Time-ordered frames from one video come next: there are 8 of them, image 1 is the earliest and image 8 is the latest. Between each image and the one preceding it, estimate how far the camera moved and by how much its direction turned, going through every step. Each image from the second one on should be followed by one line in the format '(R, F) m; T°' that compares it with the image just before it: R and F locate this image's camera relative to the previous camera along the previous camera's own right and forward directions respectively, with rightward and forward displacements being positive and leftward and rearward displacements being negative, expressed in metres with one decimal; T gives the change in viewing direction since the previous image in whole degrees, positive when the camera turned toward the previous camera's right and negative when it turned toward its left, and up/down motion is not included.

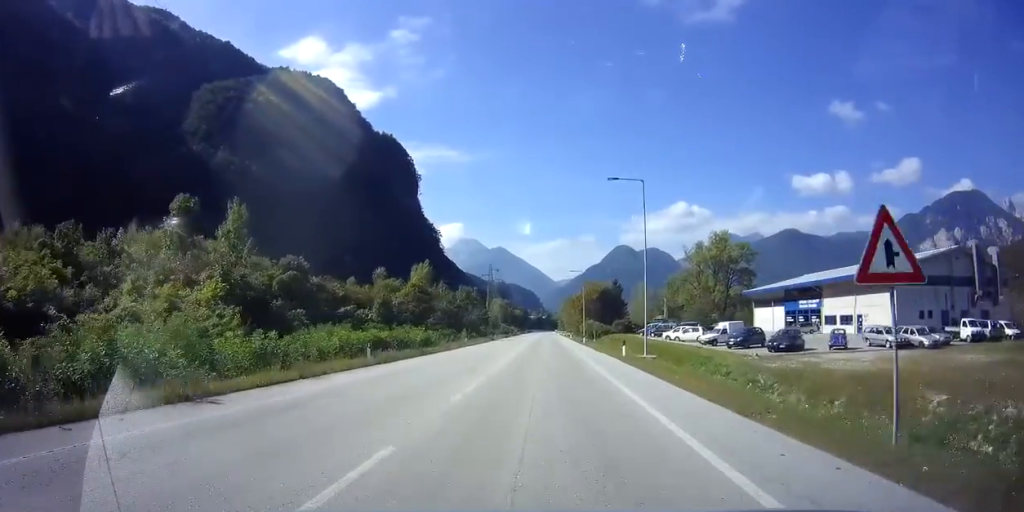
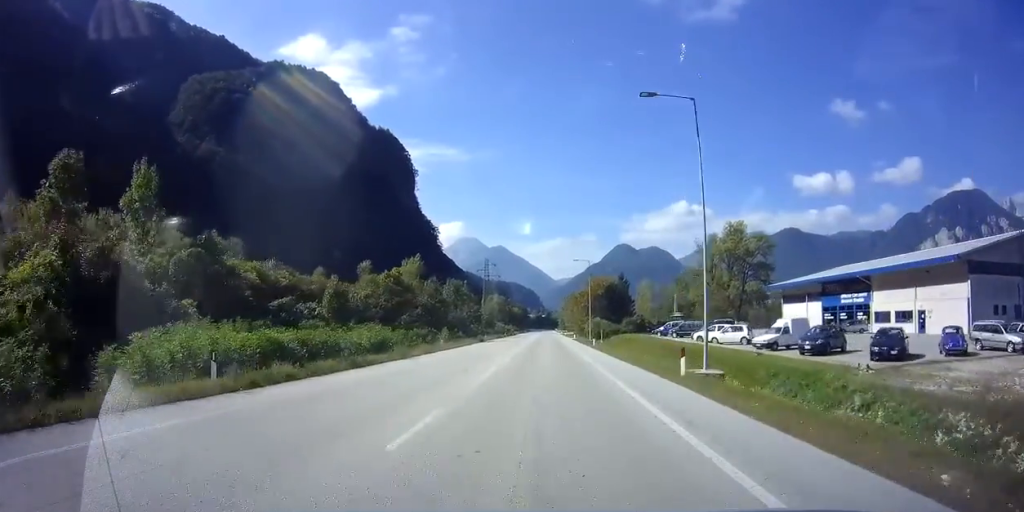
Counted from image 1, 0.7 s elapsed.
(+0.2, +12.4) m; 0°
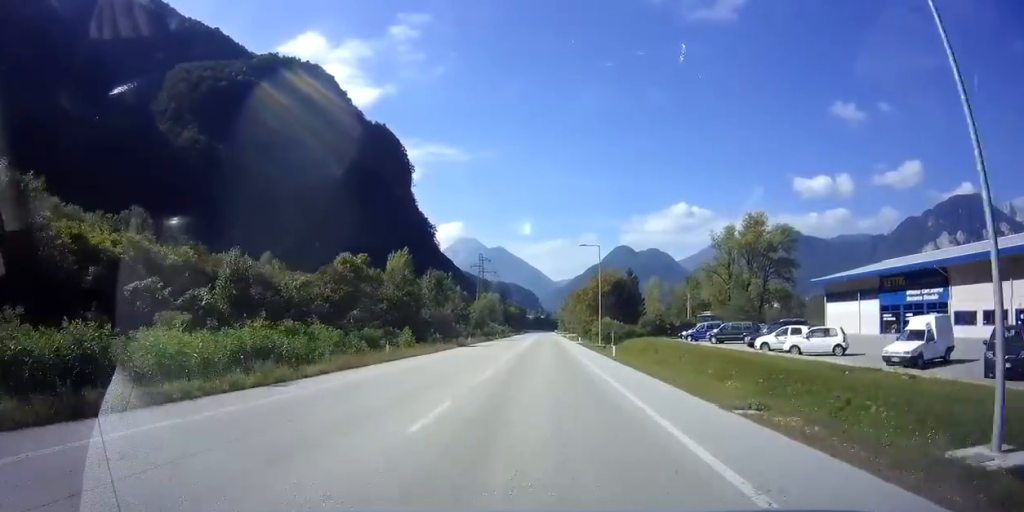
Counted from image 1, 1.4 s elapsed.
(-0.3, +13.7) m; -1°
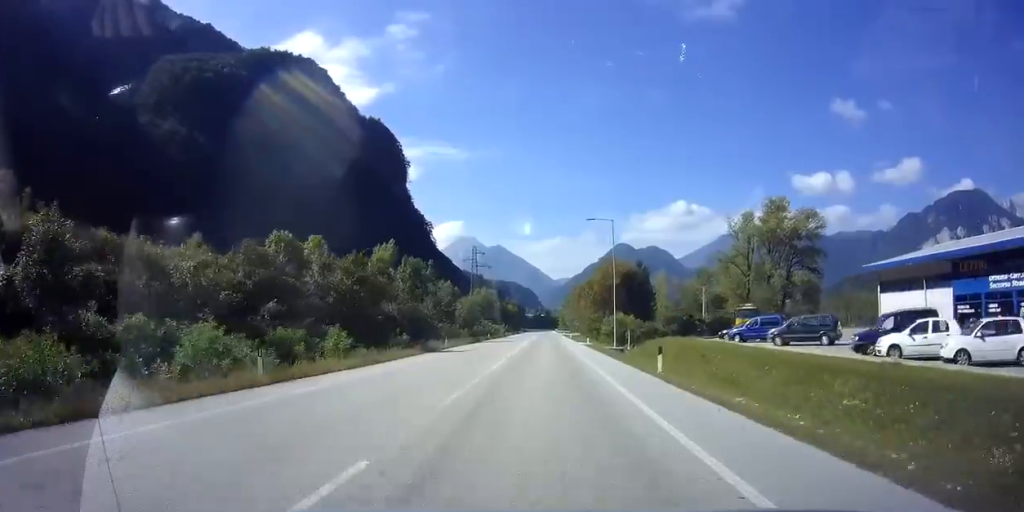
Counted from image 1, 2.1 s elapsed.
(-0.1, +12.5) m; 0°
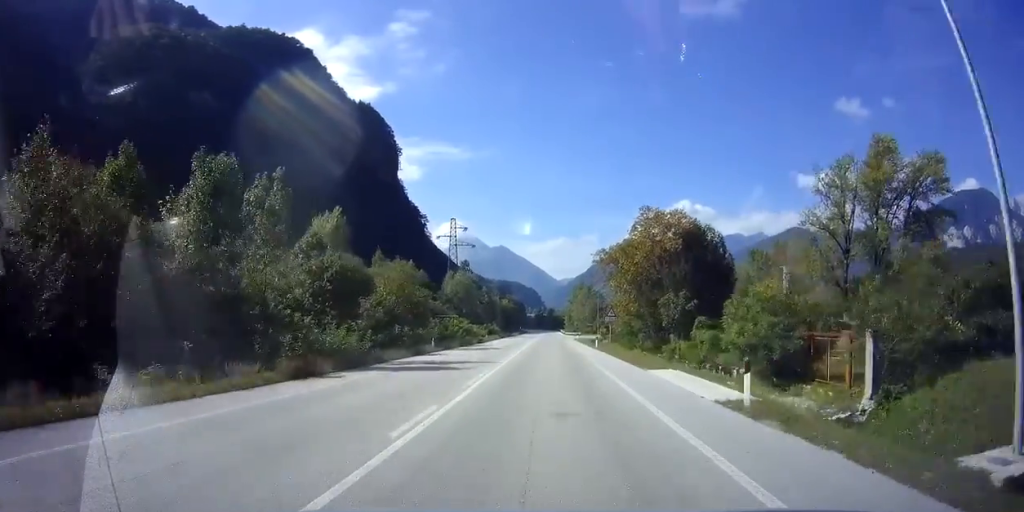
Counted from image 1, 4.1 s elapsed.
(+0.3, +38.5) m; 0°
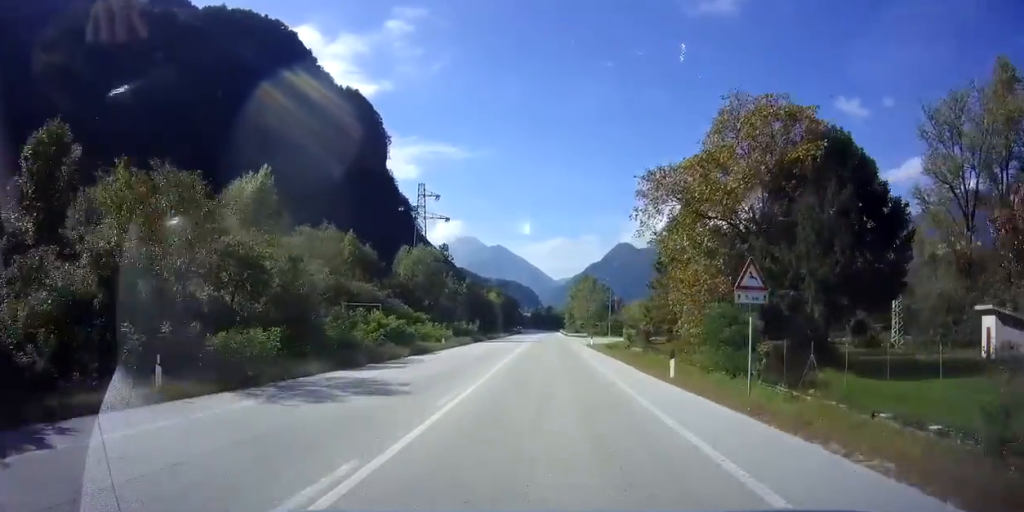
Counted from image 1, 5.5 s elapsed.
(+0.2, +26.3) m; 0°
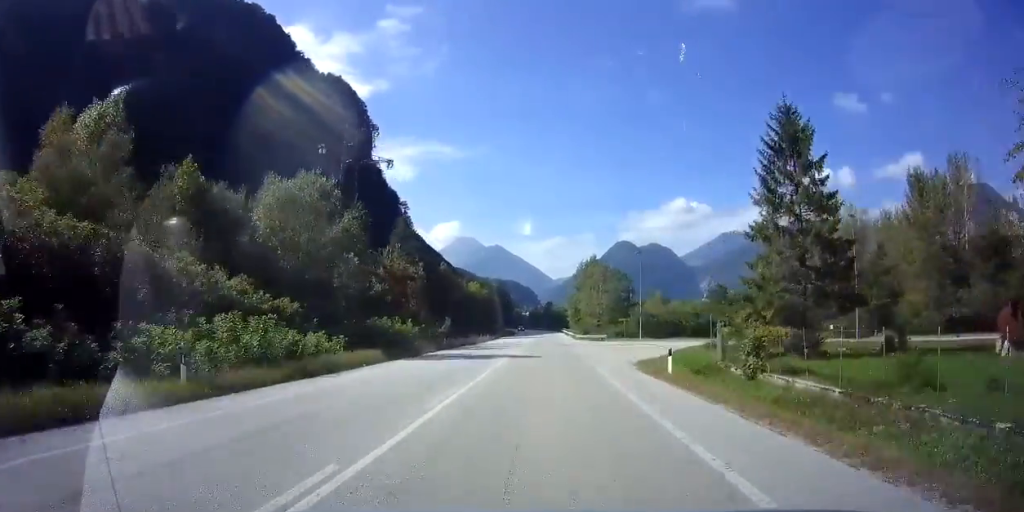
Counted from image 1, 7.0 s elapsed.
(-0.3, +30.6) m; 0°
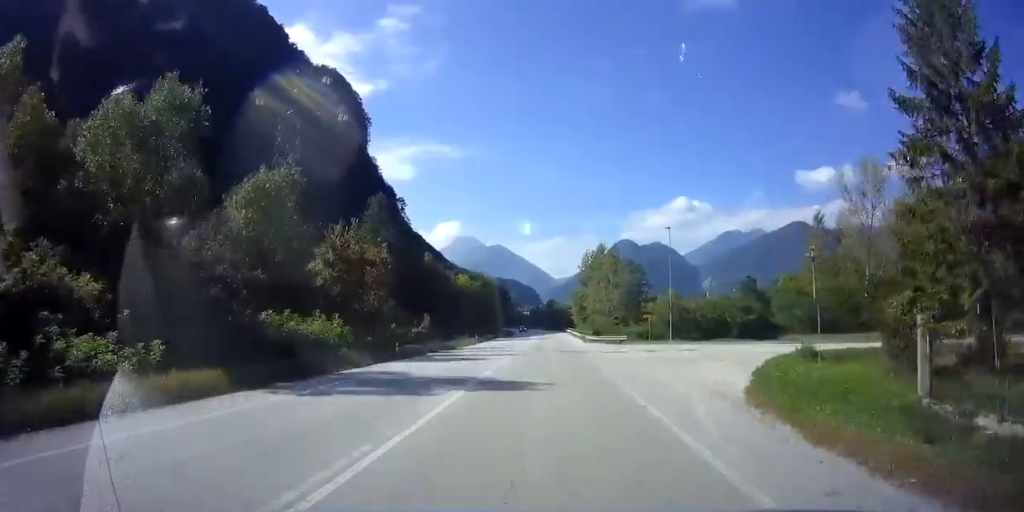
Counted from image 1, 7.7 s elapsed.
(+0.1, +13.8) m; +1°
